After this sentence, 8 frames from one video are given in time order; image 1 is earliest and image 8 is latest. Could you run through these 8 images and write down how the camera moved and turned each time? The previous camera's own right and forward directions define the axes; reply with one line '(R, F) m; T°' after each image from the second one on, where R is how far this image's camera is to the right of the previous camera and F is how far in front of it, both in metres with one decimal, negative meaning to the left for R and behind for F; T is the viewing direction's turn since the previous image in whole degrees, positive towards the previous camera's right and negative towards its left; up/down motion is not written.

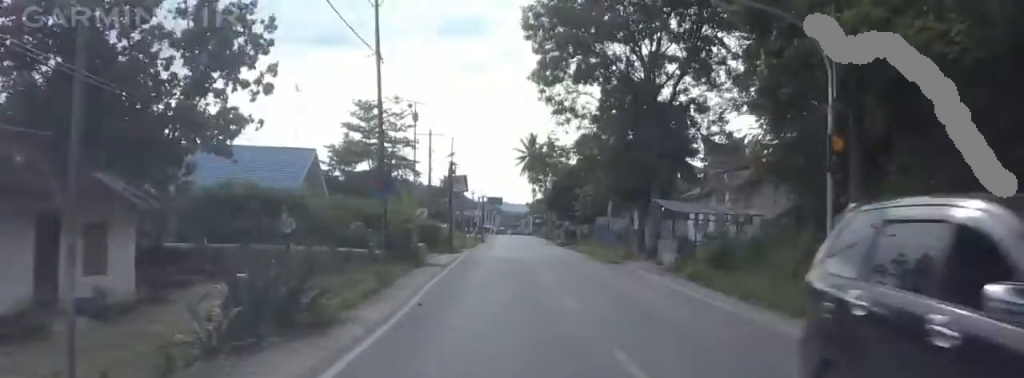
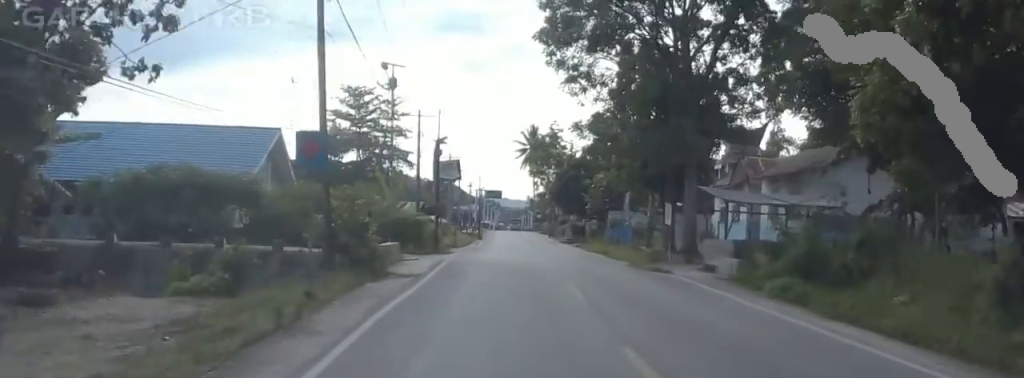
(-0.8, +9.2) m; 0°
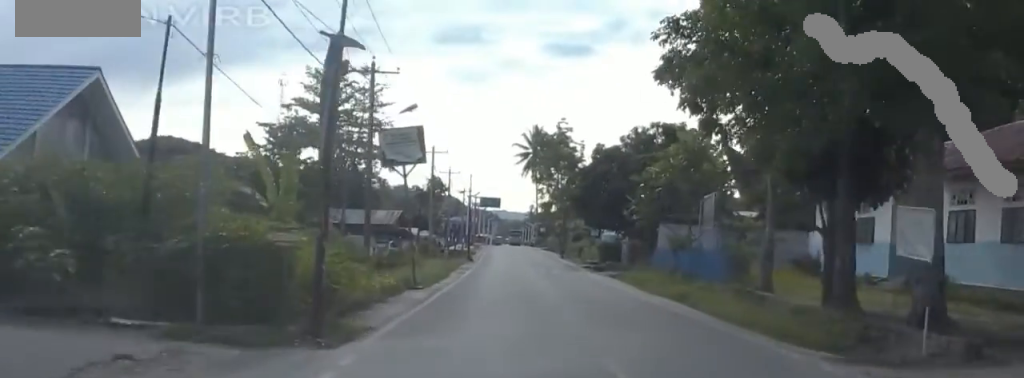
(+1.8, +22.7) m; +3°
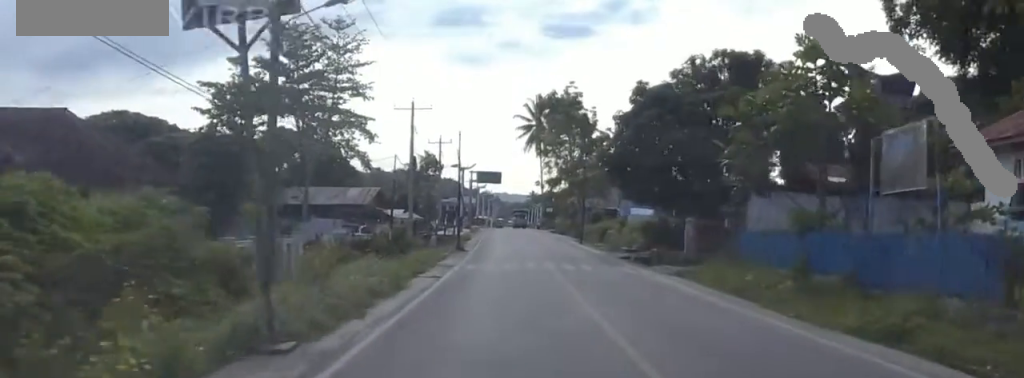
(-0.9, +16.7) m; -3°
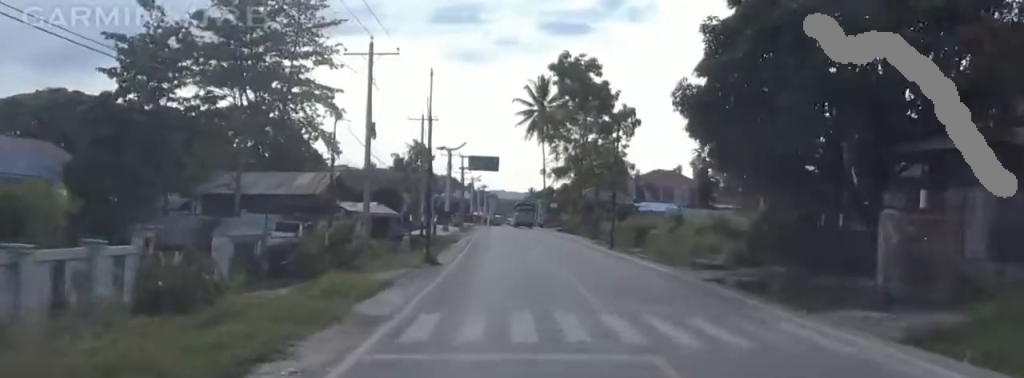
(+0.5, +16.9) m; +4°
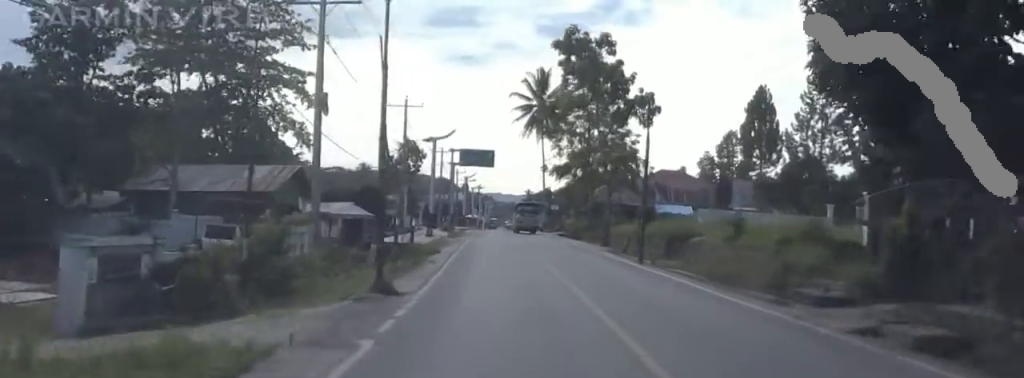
(+0.1, +9.5) m; +1°
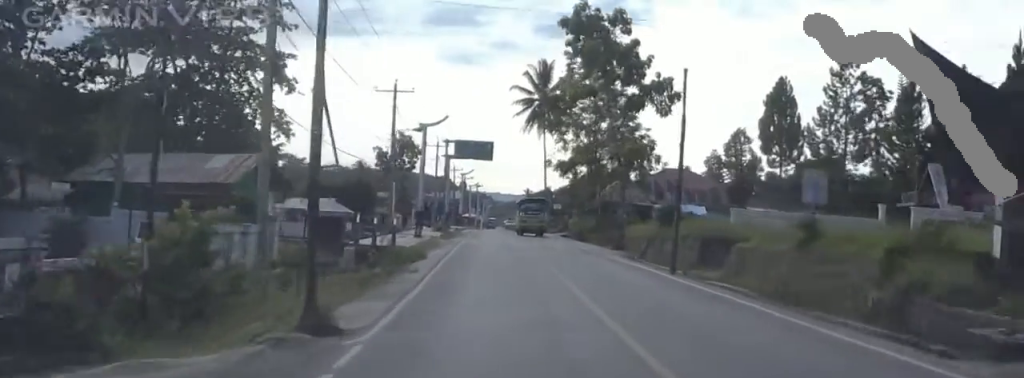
(0.0, +6.2) m; 0°
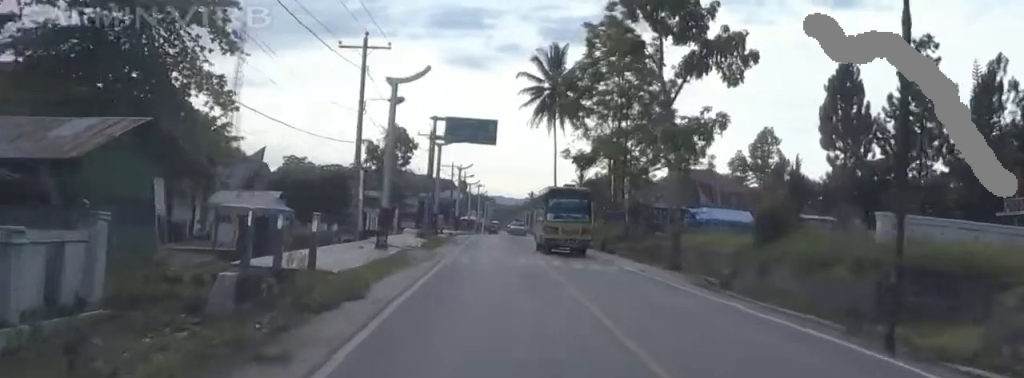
(0.0, +14.0) m; -5°
